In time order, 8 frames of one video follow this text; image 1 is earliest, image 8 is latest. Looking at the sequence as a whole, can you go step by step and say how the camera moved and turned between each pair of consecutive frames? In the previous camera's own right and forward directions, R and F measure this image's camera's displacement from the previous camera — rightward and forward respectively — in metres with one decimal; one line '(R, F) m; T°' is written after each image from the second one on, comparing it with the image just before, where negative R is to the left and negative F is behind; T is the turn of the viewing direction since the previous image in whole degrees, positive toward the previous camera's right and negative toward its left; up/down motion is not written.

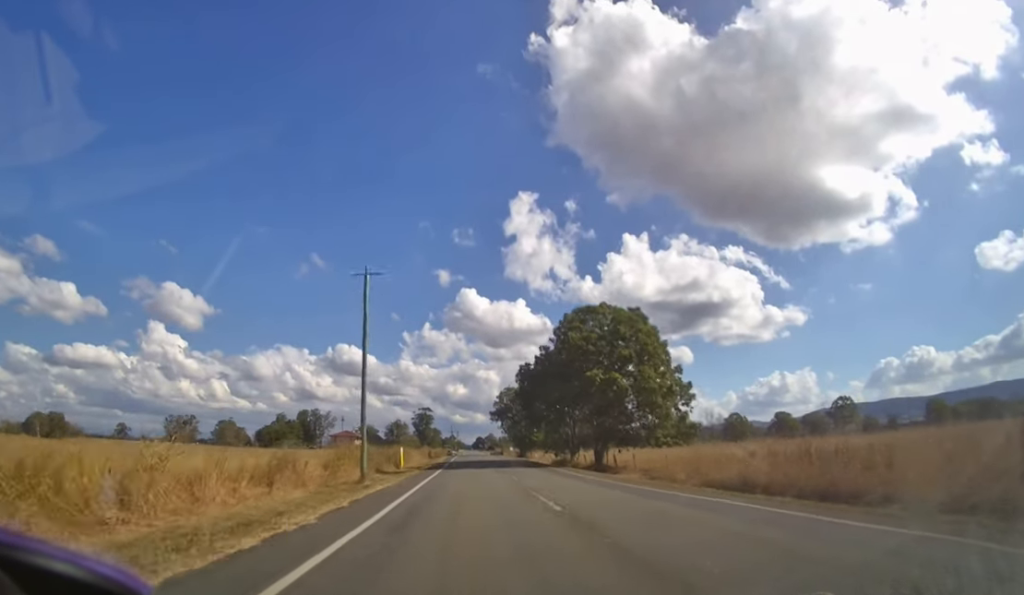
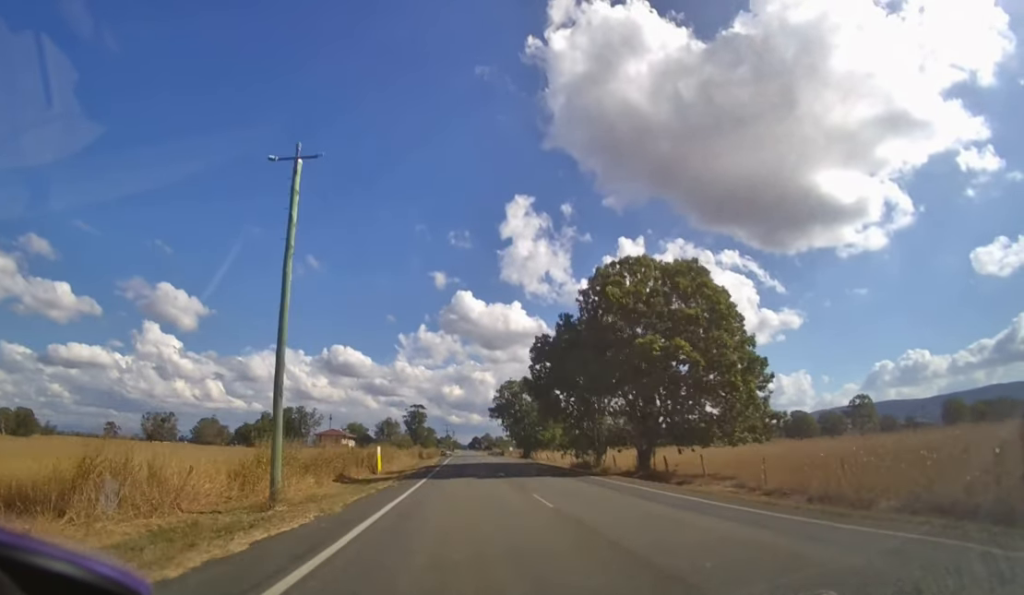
(0.0, +11.4) m; 0°
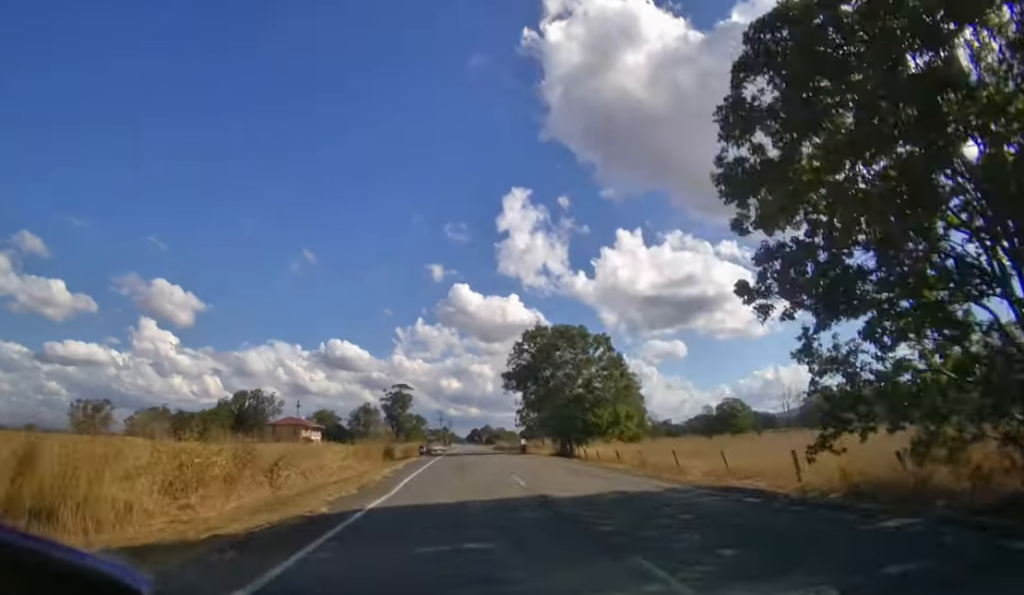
(+0.2, +36.1) m; +1°
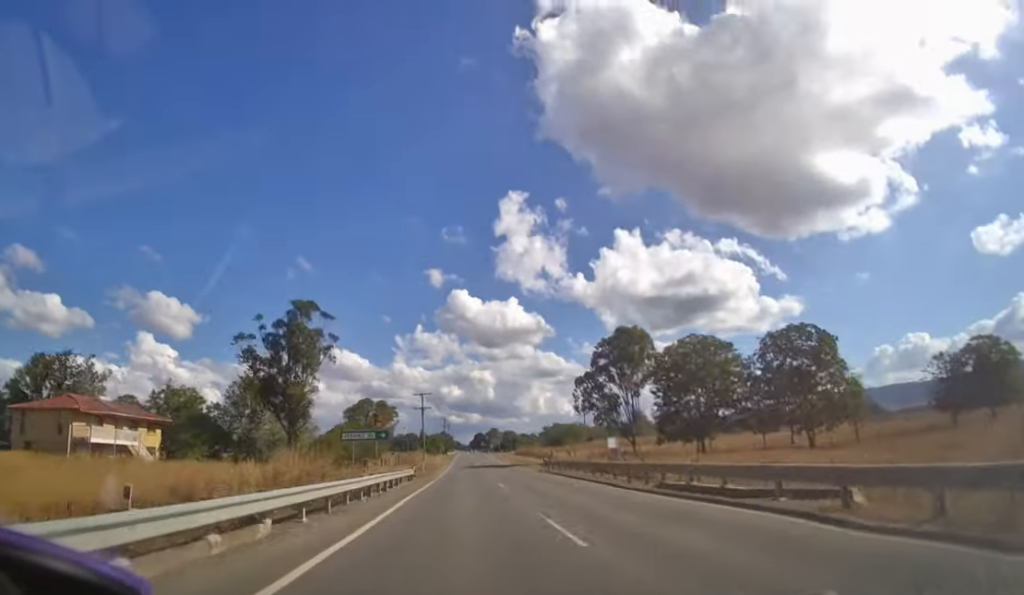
(-0.2, +71.9) m; 0°
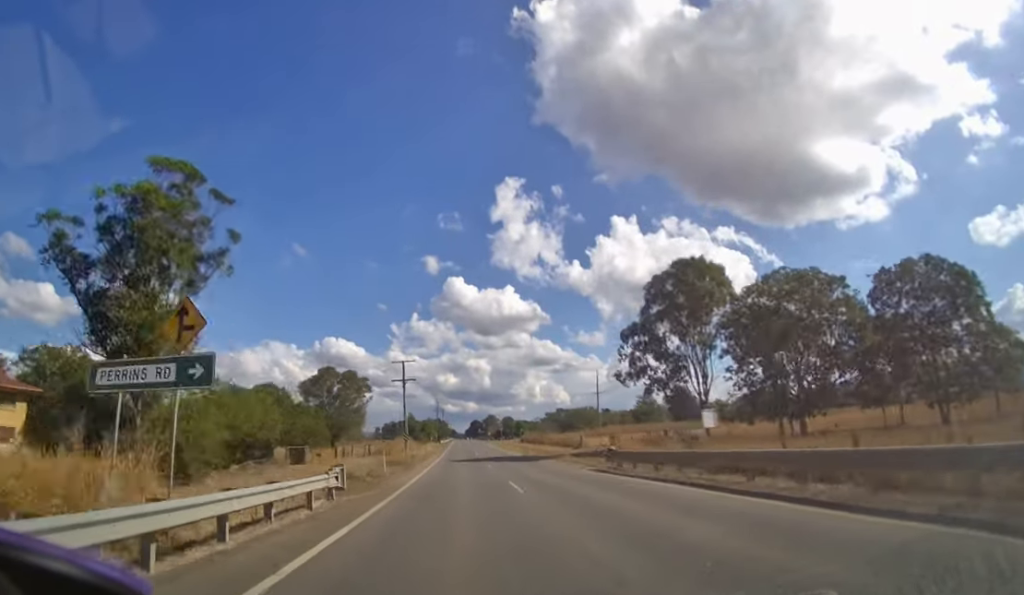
(0.0, +18.7) m; 0°
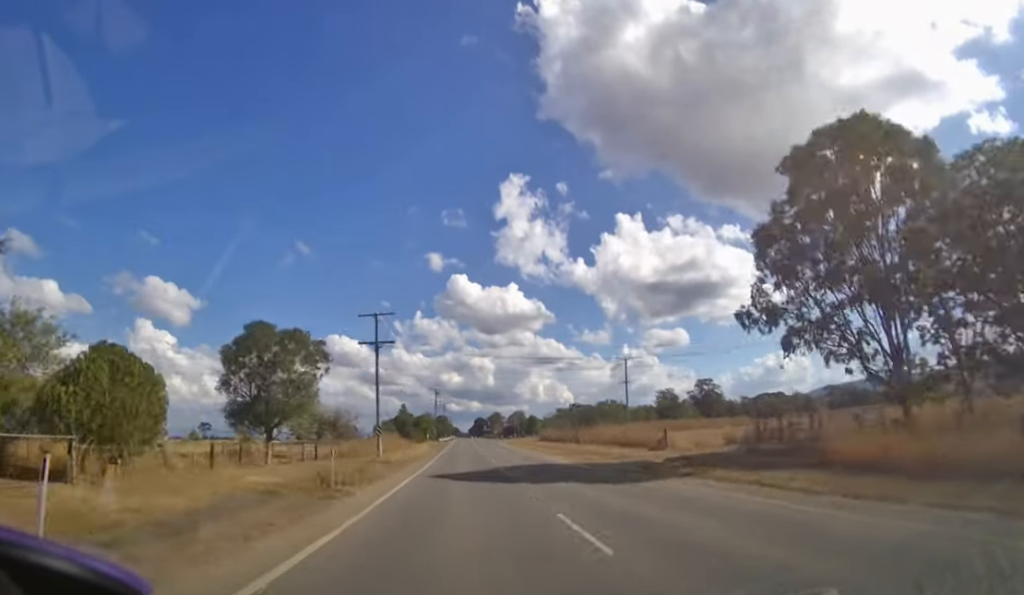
(0.0, +16.9) m; 0°
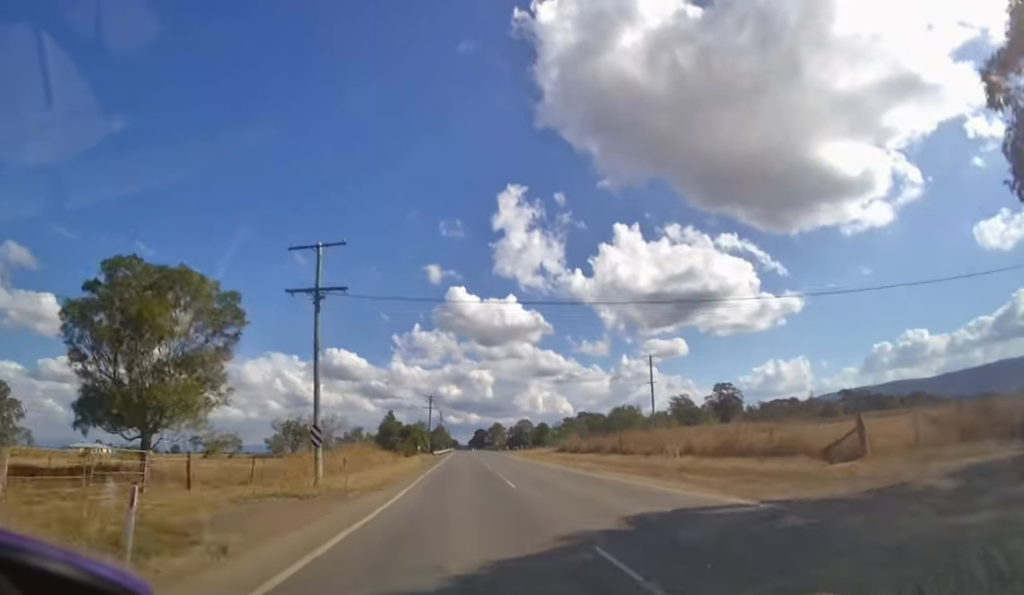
(0.0, +12.3) m; 0°
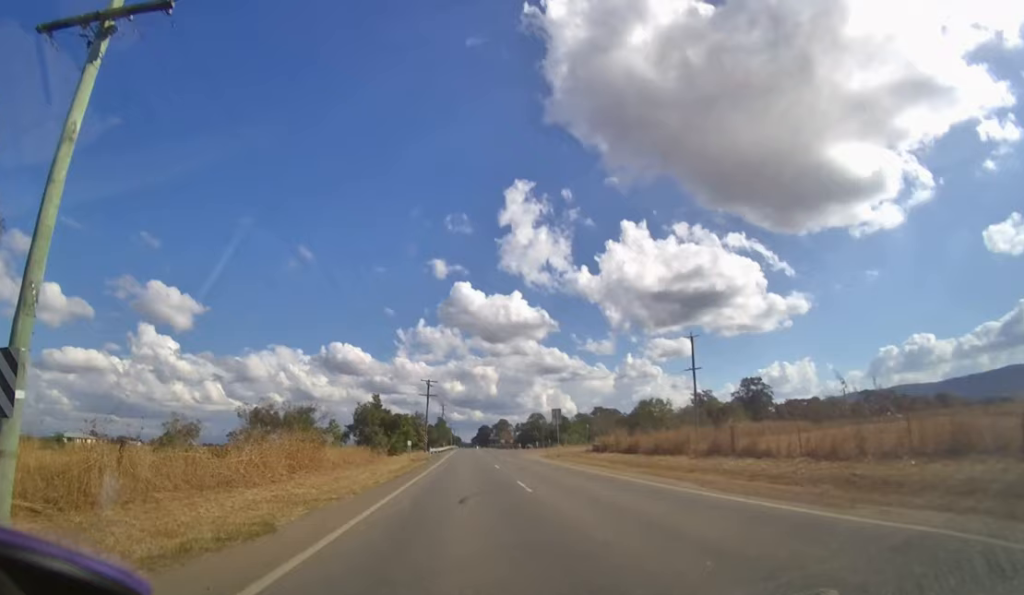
(0.0, +12.5) m; 0°
